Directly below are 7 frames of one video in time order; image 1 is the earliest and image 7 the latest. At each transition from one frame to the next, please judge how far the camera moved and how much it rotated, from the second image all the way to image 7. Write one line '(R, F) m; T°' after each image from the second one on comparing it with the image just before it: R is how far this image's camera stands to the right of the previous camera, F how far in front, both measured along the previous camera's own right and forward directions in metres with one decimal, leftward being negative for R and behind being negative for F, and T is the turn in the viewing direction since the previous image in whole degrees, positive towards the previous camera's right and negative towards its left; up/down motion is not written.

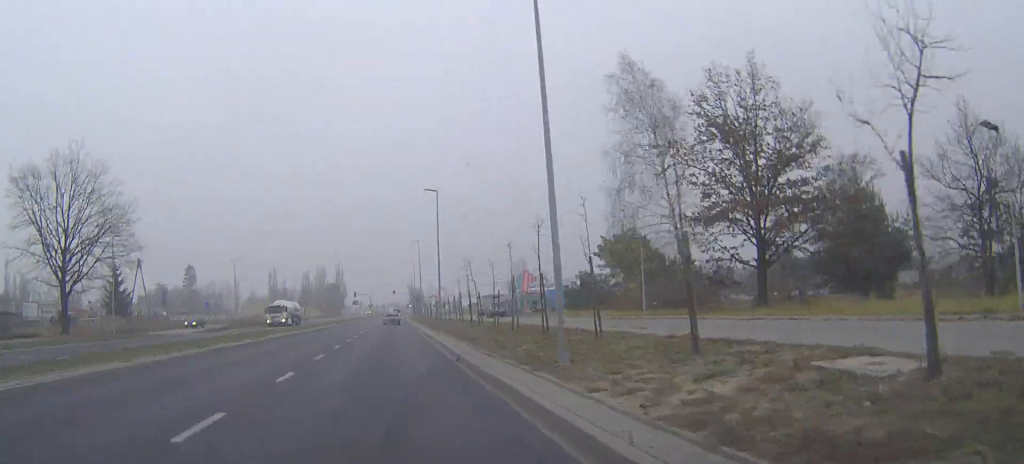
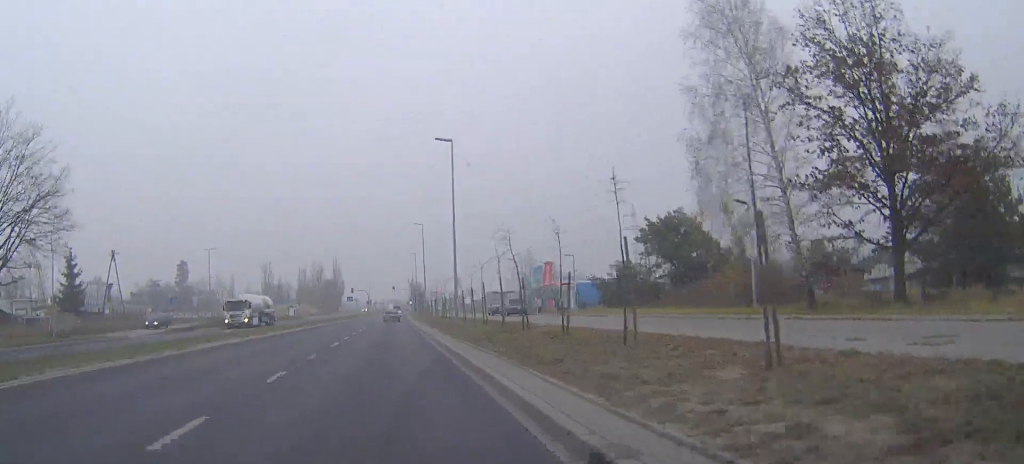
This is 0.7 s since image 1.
(0.0, +12.9) m; 0°
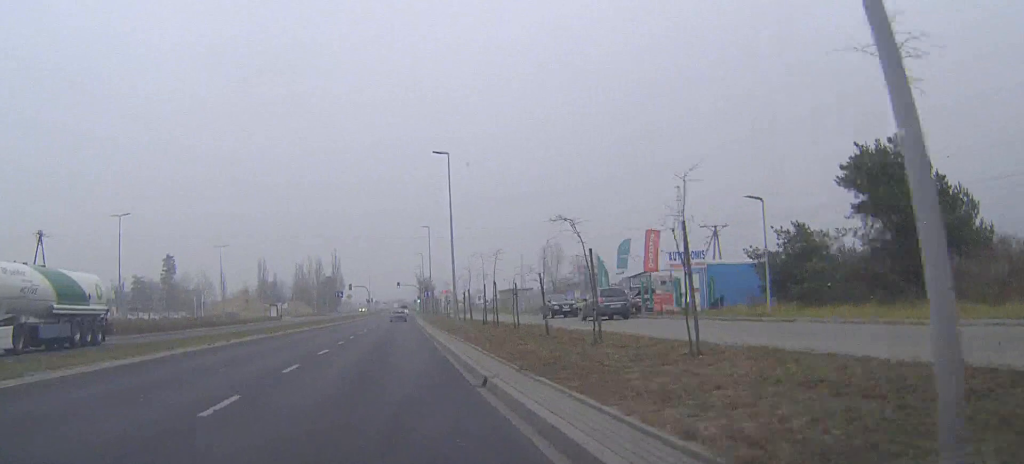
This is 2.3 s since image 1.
(-0.1, +27.8) m; 0°
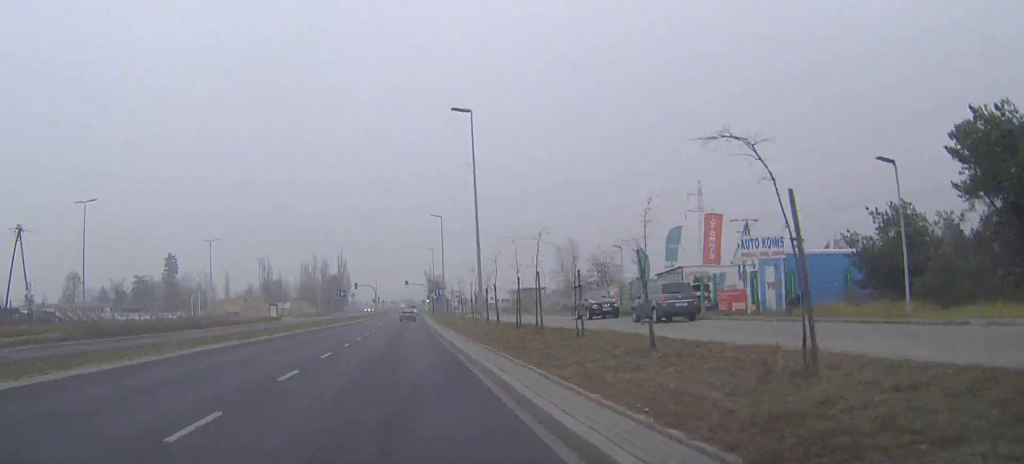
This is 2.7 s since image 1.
(0.0, +7.8) m; 0°
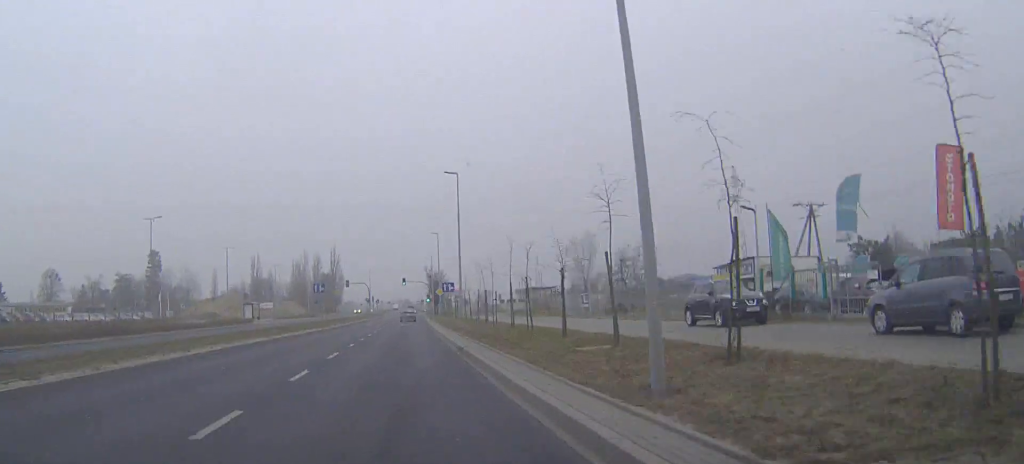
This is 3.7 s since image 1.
(-0.1, +17.6) m; 0°
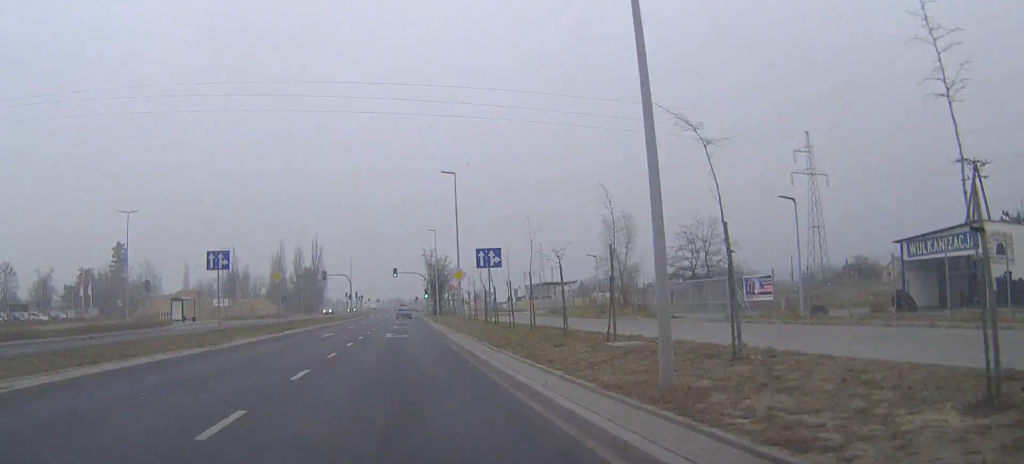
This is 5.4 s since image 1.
(+0.2, +29.7) m; +1°
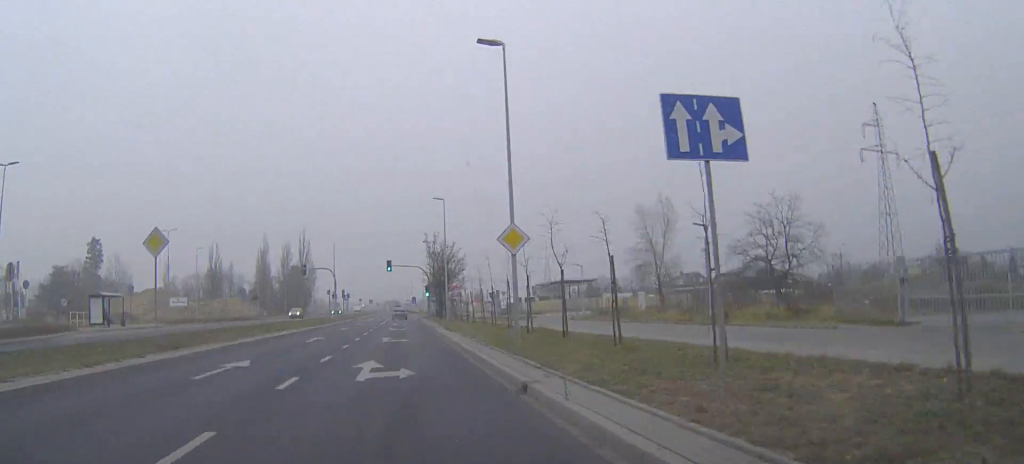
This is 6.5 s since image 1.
(0.0, +19.7) m; 0°
